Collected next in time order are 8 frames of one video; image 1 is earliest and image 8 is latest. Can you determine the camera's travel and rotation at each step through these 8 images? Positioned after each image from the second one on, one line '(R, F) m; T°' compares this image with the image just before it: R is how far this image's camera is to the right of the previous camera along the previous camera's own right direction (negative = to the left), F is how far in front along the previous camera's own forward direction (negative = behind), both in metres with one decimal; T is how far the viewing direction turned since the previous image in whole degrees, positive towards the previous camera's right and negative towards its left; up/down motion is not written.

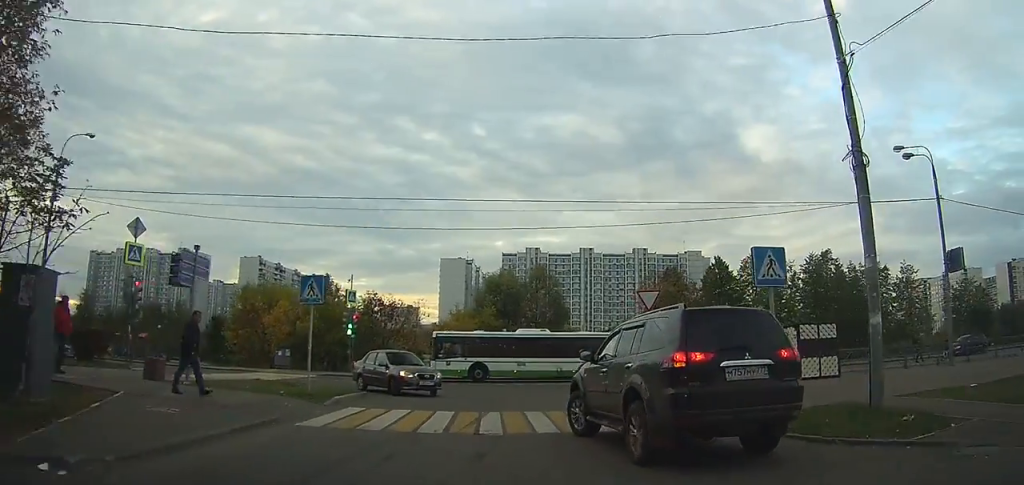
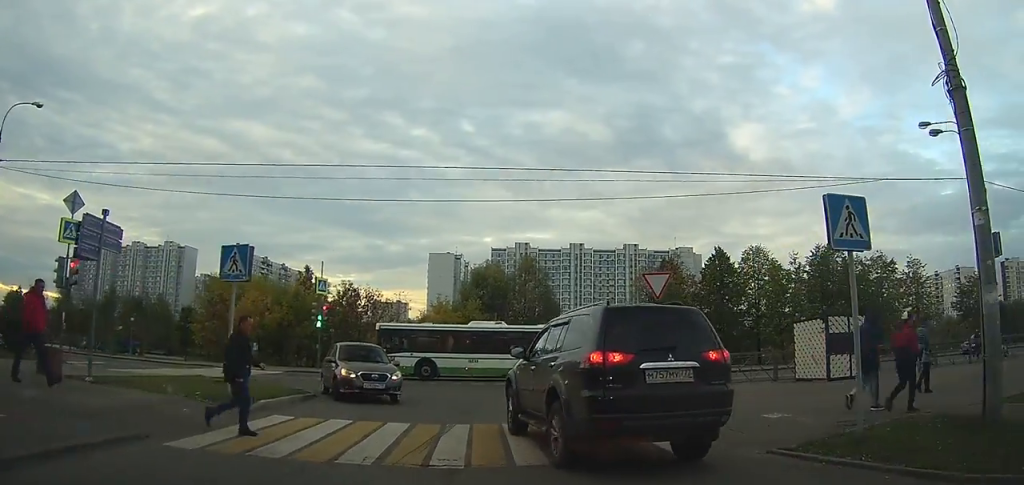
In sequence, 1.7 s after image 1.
(+0.5, +8.1) m; +4°
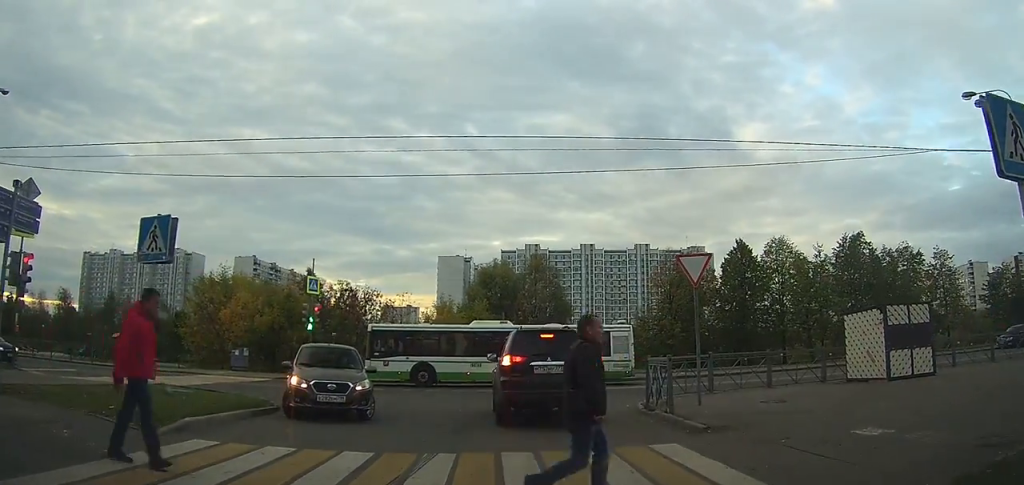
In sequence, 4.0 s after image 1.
(+0.2, +7.9) m; -5°
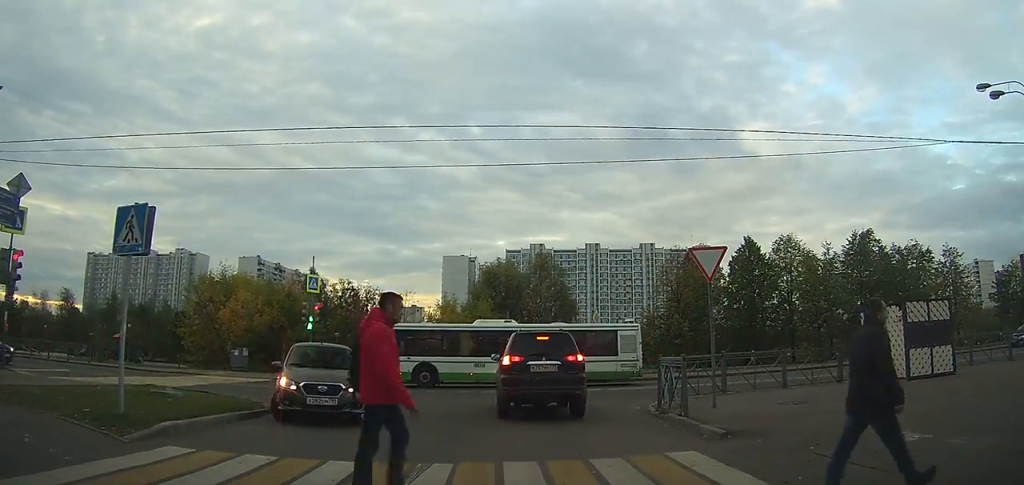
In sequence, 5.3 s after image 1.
(-0.1, +2.7) m; -7°
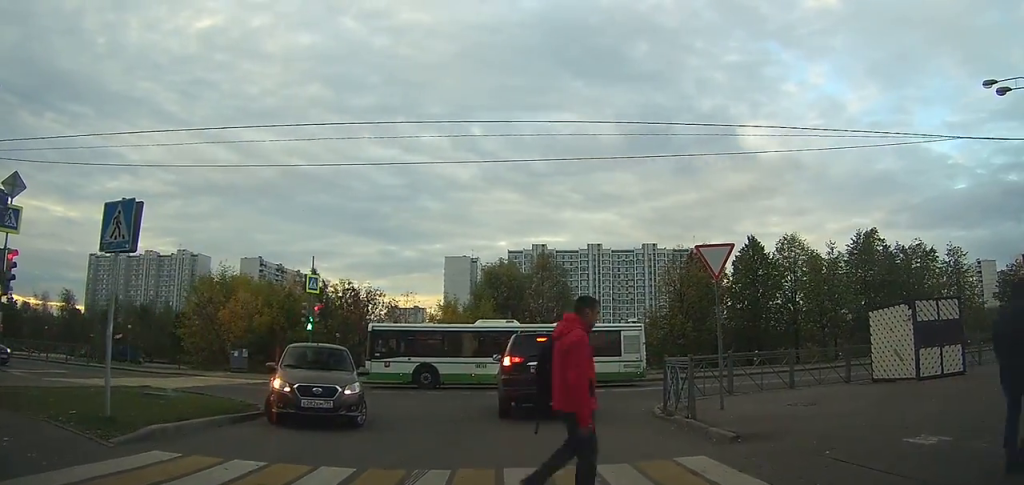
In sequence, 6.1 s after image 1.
(-0.2, +1.3) m; -5°
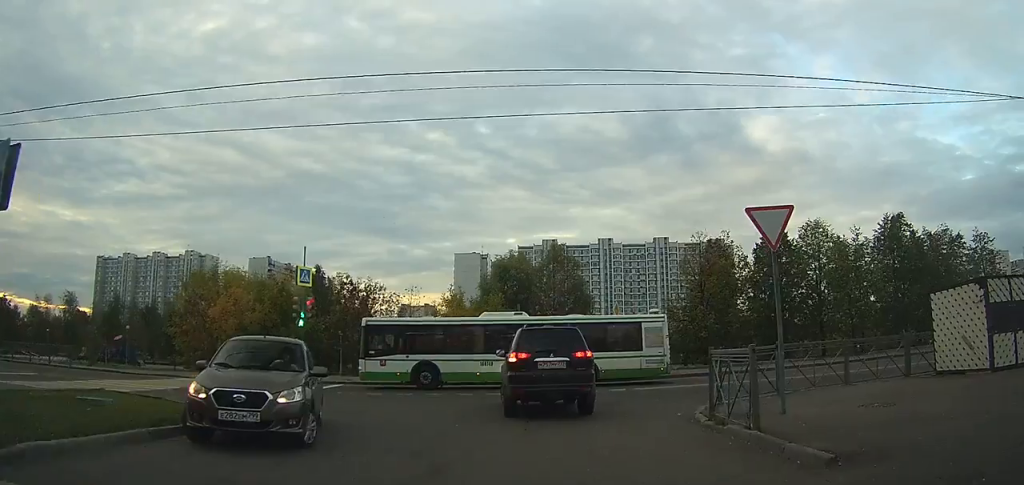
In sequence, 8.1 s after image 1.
(-0.2, +4.6) m; -2°
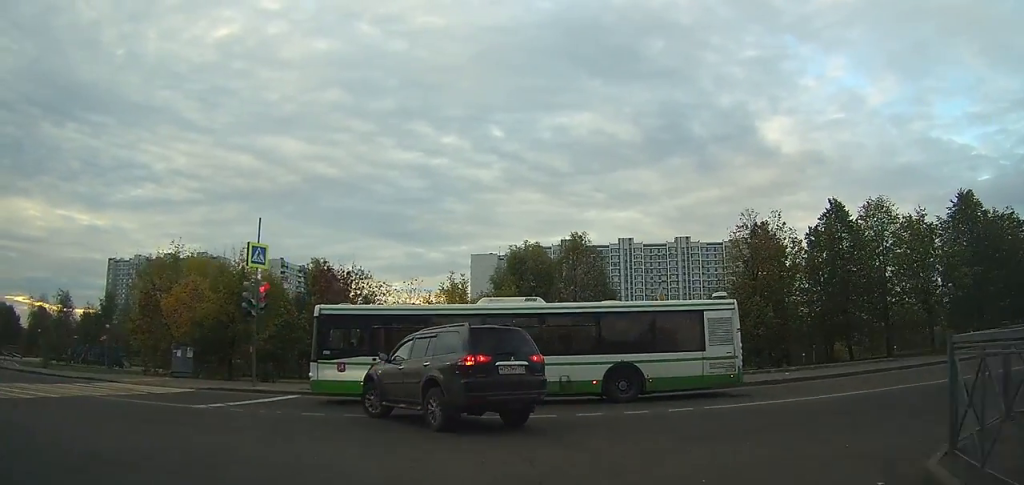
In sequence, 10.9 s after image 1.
(+0.4, +10.1) m; +6°
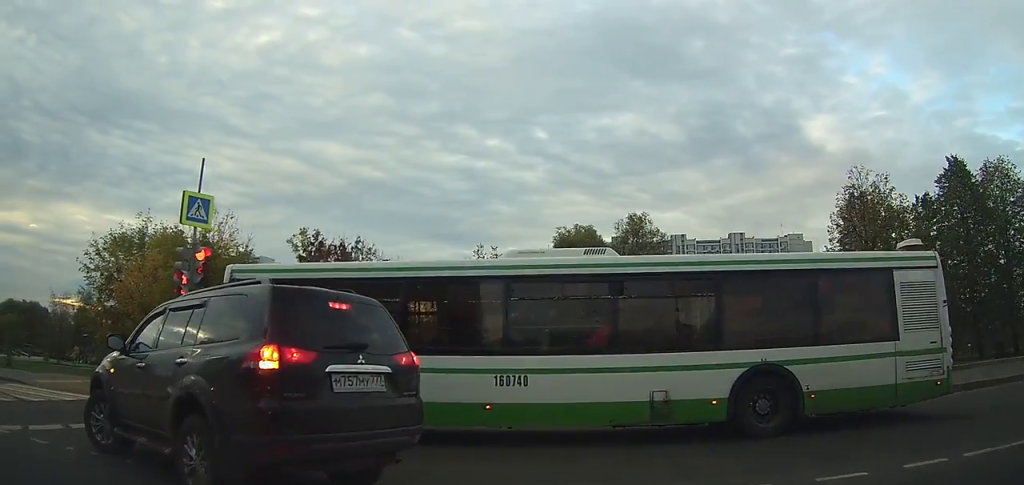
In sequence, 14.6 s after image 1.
(+0.3, +15.0) m; -6°
